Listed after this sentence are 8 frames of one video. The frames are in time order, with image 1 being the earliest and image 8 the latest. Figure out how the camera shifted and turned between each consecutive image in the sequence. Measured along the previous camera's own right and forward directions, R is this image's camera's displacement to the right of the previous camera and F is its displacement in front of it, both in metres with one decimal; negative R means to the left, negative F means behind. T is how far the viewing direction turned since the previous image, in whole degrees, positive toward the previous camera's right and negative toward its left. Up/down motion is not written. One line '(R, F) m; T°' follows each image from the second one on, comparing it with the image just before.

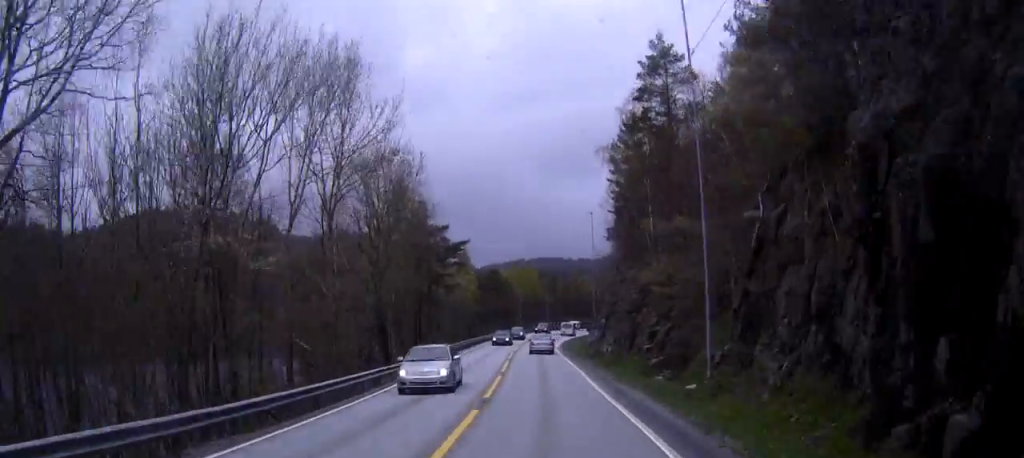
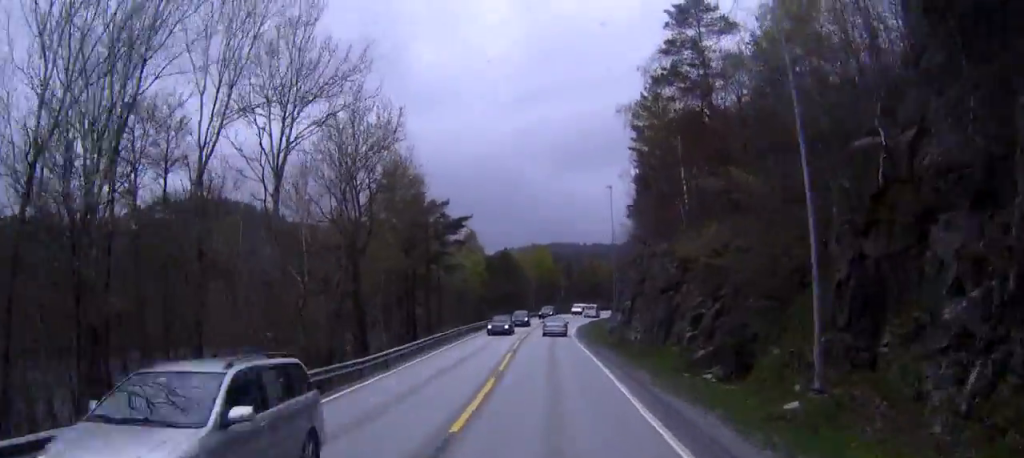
(-0.1, +8.9) m; -1°
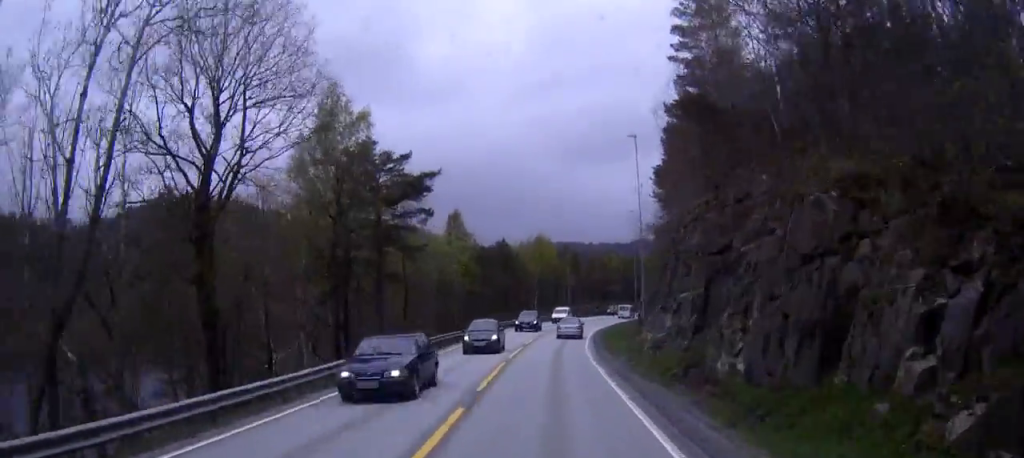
(-0.3, +19.2) m; -1°
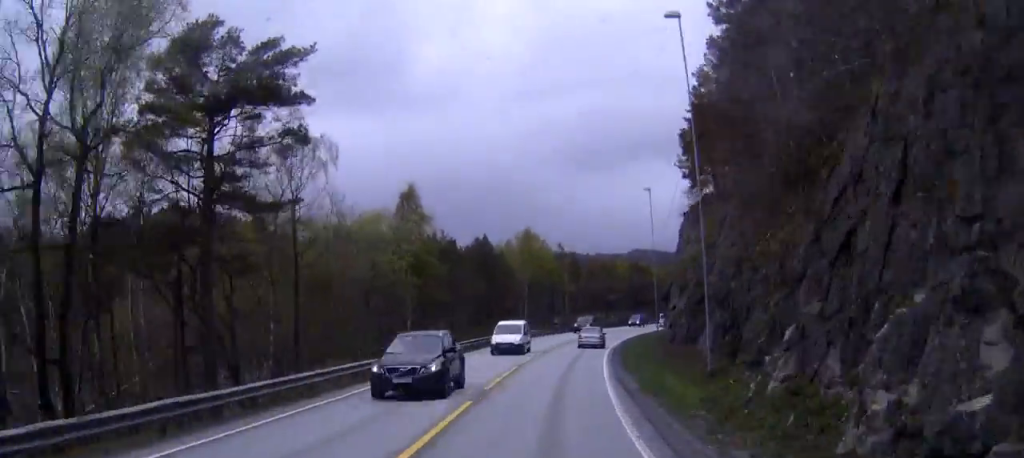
(-0.1, +21.4) m; 0°
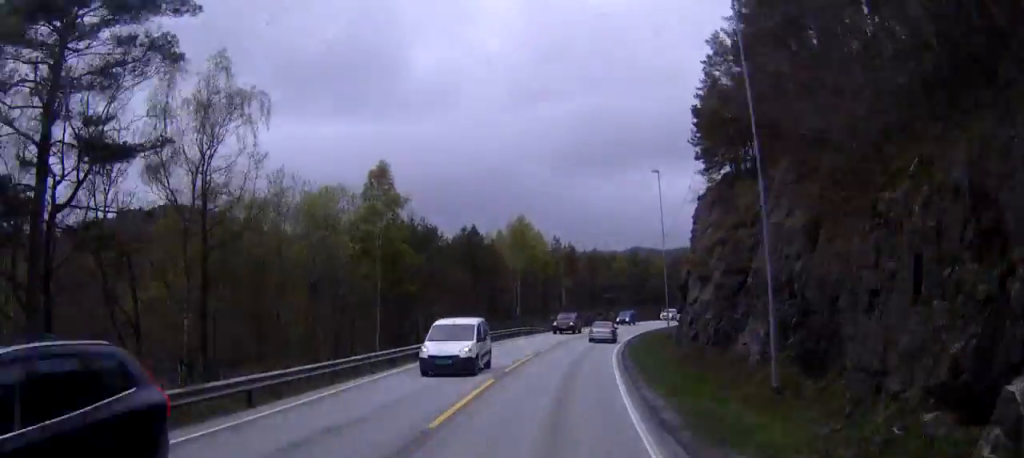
(0.0, +8.2) m; 0°
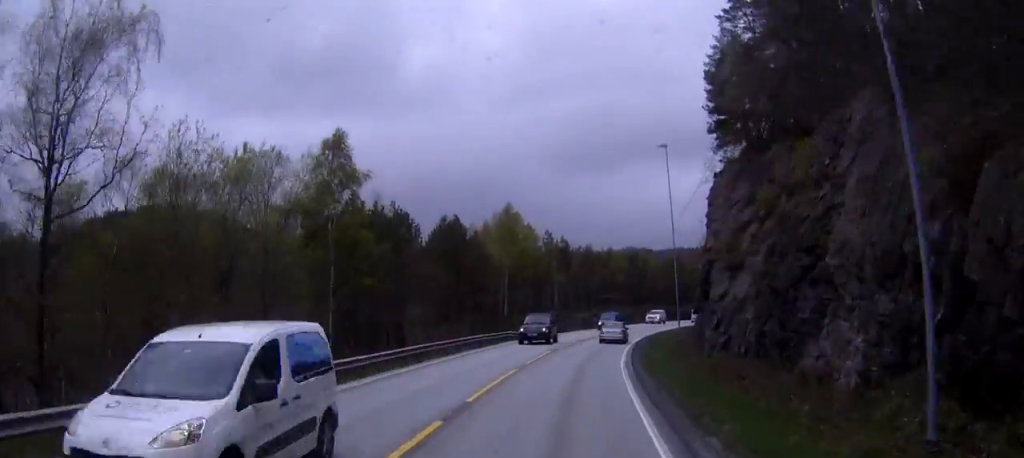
(0.0, +8.2) m; 0°
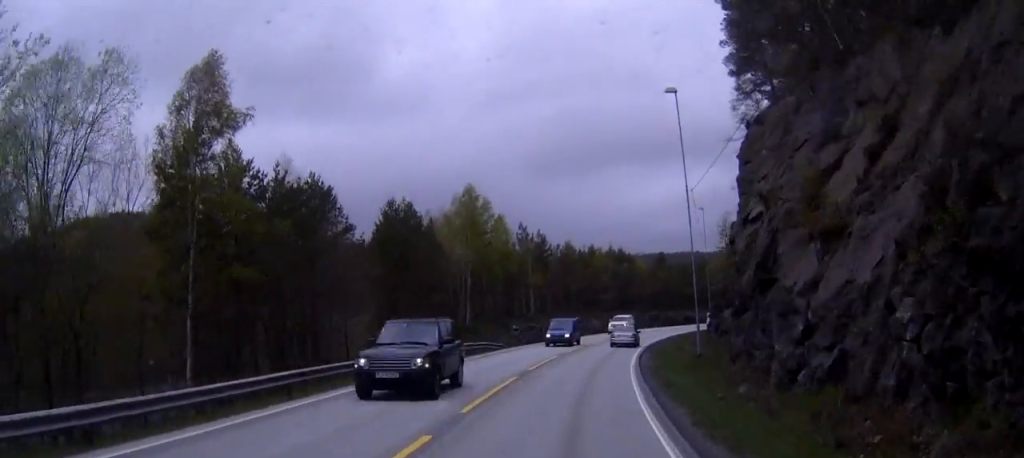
(+0.1, +12.9) m; +3°
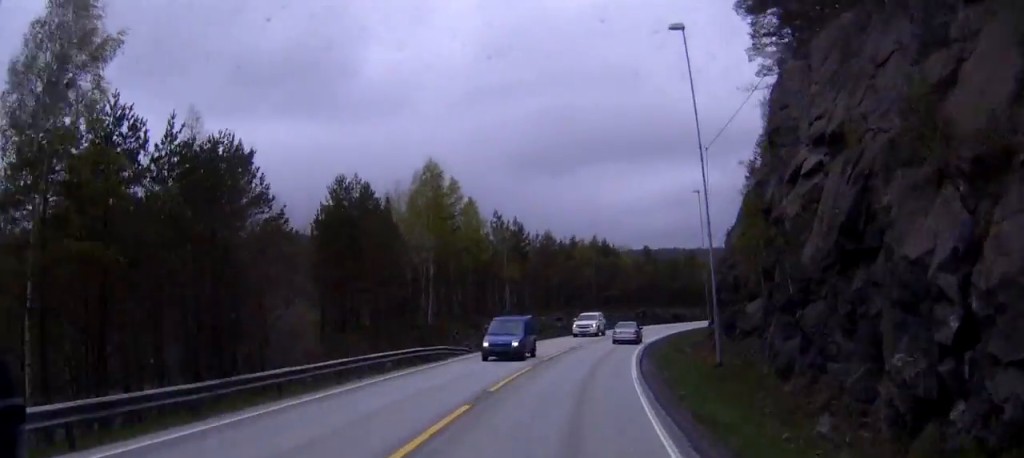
(+0.1, +8.0) m; +2°
